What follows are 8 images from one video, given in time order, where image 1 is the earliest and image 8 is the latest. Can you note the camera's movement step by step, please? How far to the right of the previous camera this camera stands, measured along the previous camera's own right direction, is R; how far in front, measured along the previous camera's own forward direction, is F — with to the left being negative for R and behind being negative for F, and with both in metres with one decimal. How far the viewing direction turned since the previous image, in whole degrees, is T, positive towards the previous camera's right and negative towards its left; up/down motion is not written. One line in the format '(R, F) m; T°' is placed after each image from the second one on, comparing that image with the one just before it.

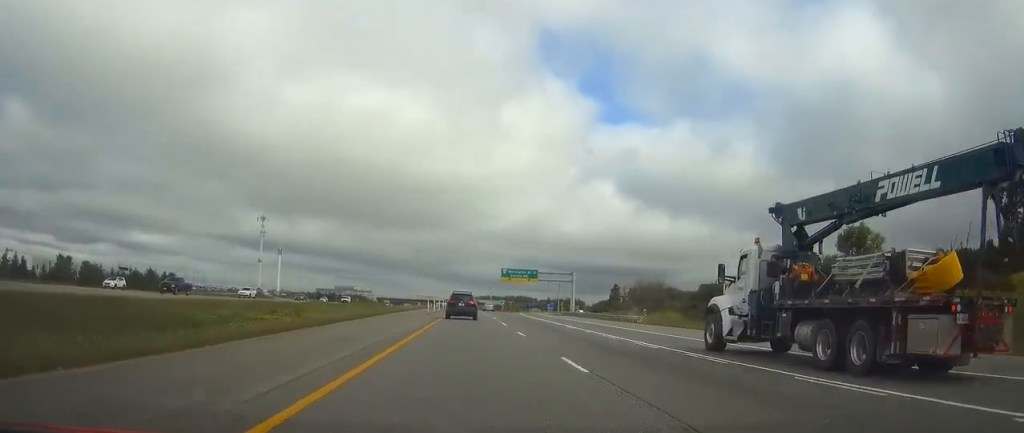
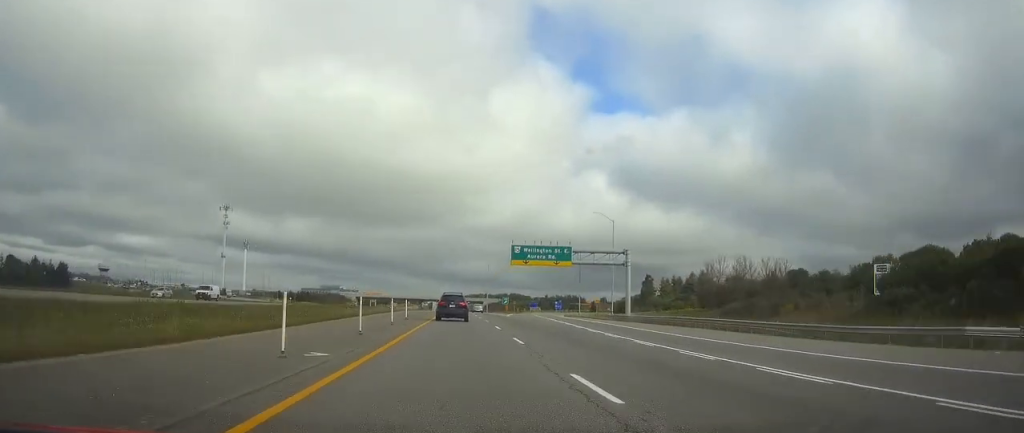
(+0.4, +52.0) m; +1°
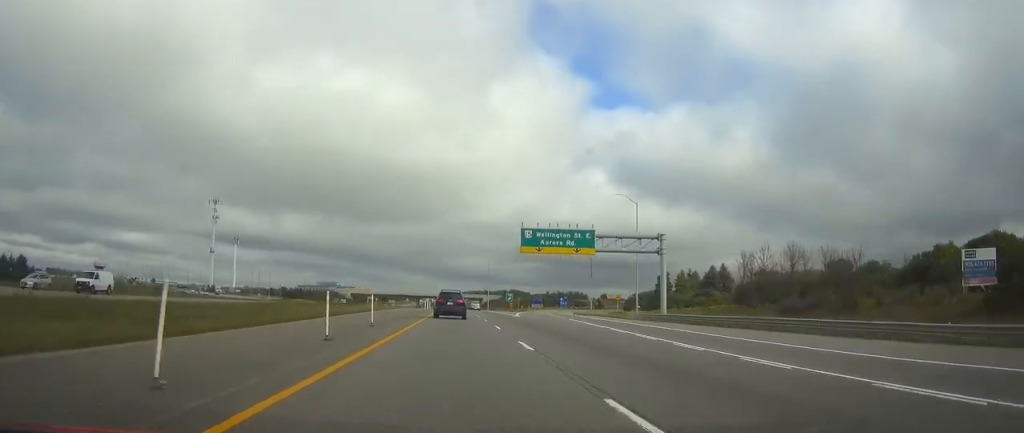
(0.0, +15.5) m; 0°
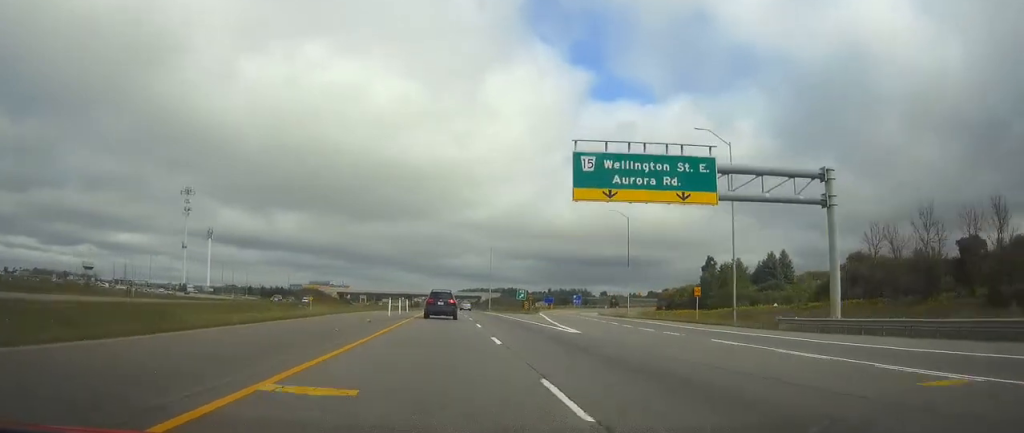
(0.0, +34.2) m; 0°
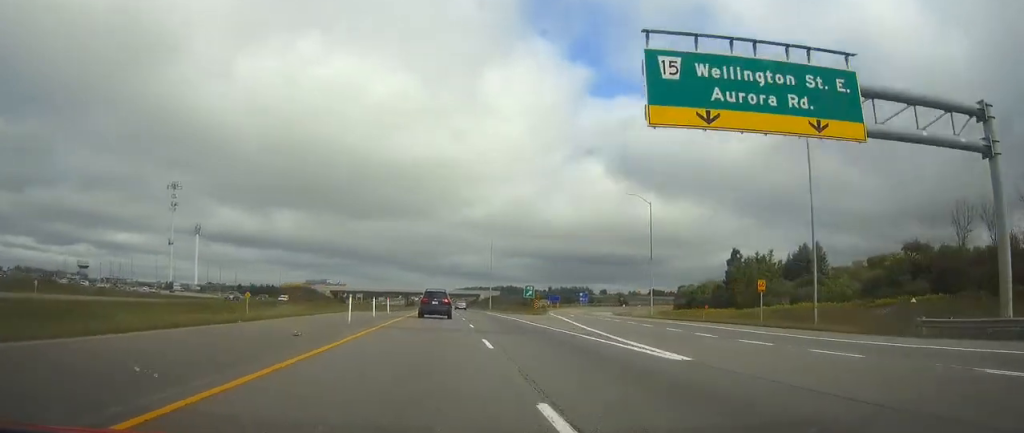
(0.0, +14.3) m; 0°
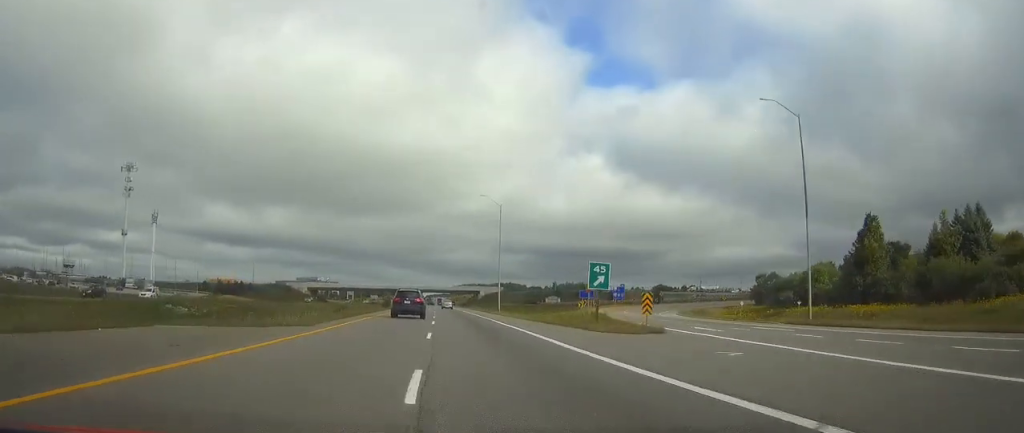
(+0.1, +45.0) m; 0°
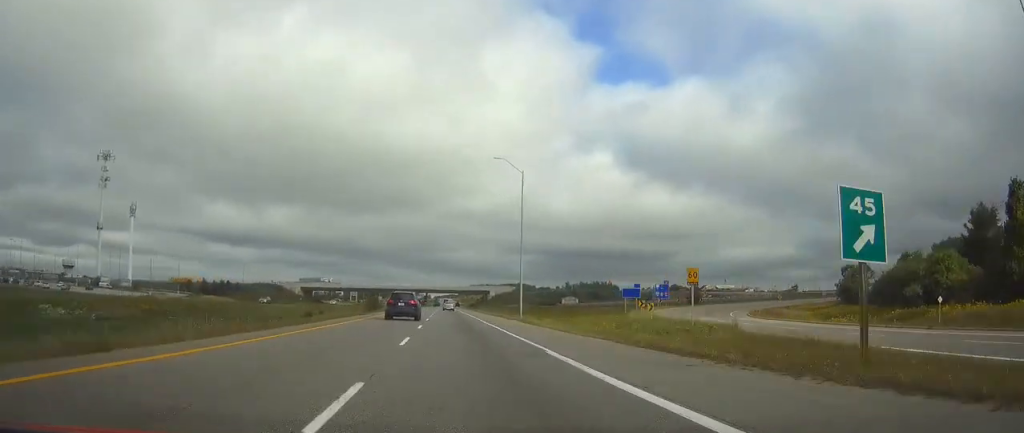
(0.0, +26.3) m; 0°
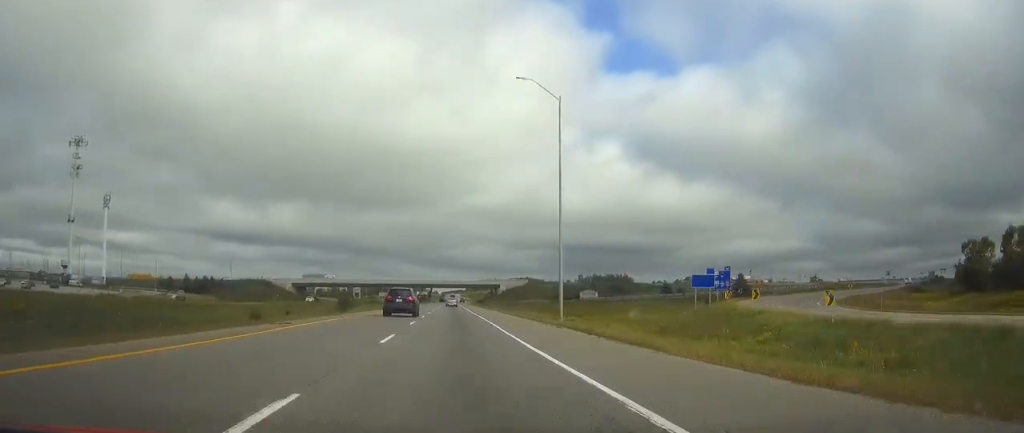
(-0.1, +25.2) m; -1°
